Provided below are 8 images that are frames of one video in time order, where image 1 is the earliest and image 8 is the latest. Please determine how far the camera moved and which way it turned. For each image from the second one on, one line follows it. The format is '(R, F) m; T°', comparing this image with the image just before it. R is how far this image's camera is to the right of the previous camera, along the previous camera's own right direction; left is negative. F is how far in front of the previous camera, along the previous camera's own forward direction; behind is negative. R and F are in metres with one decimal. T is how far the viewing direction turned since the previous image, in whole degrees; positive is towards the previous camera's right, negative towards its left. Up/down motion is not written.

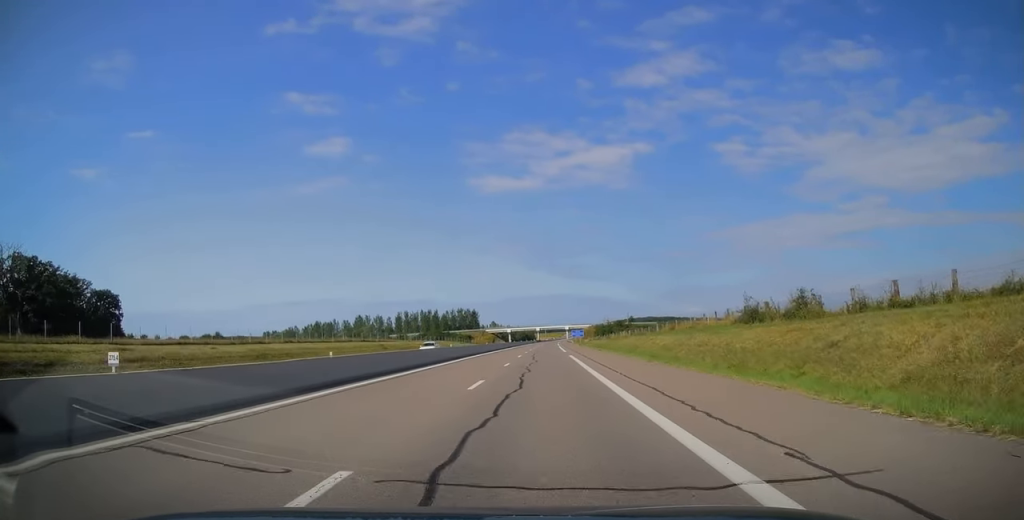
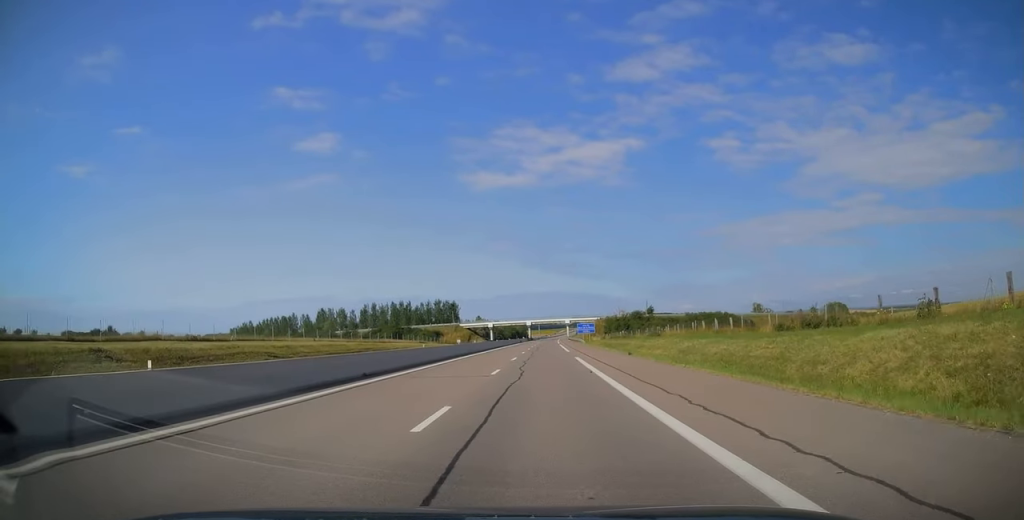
(+0.1, +59.0) m; 0°
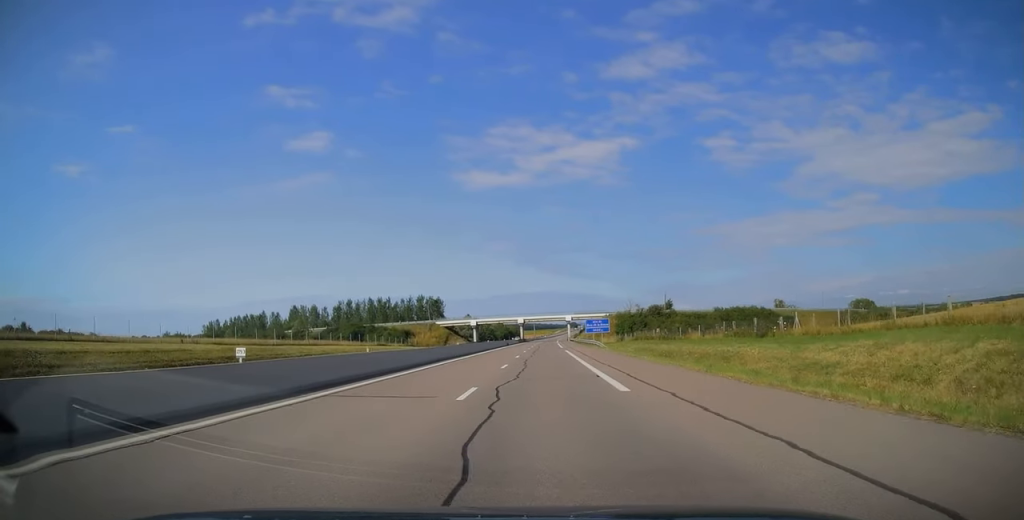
(+0.5, +34.4) m; +1°
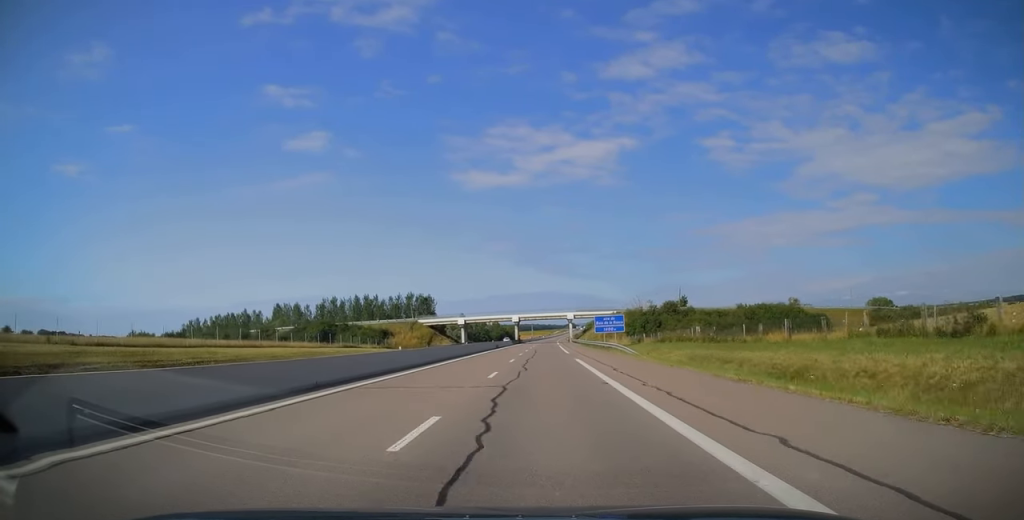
(0.0, +18.7) m; 0°
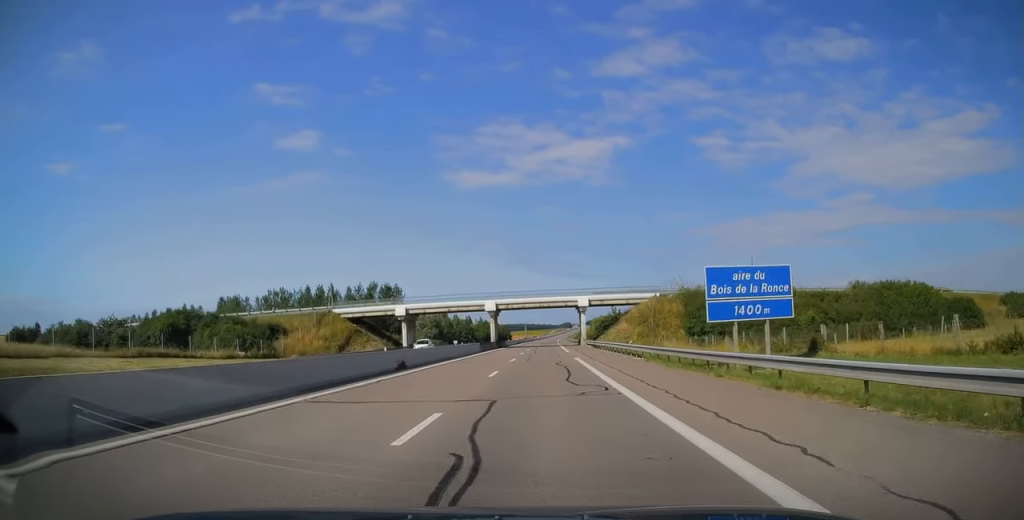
(+0.1, +51.2) m; 0°
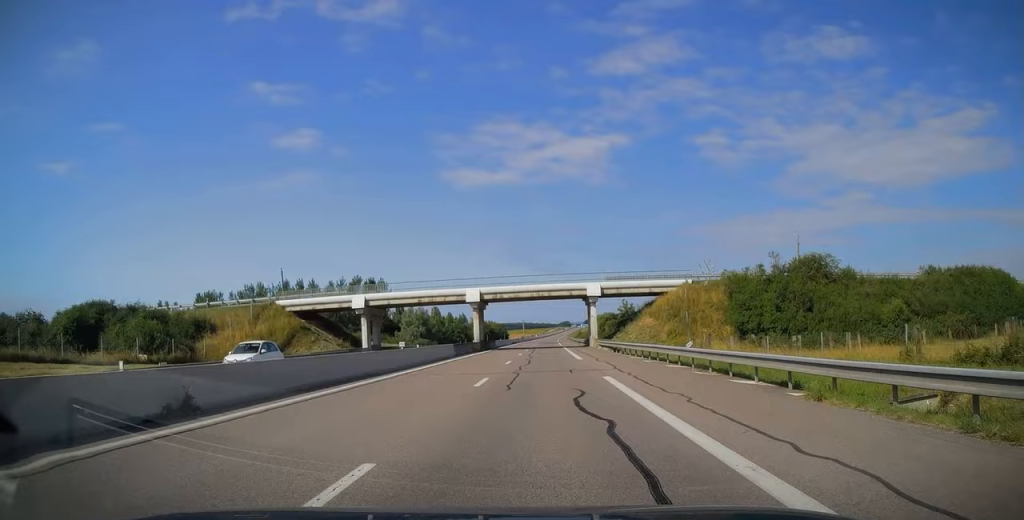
(0.0, +17.3) m; 0°
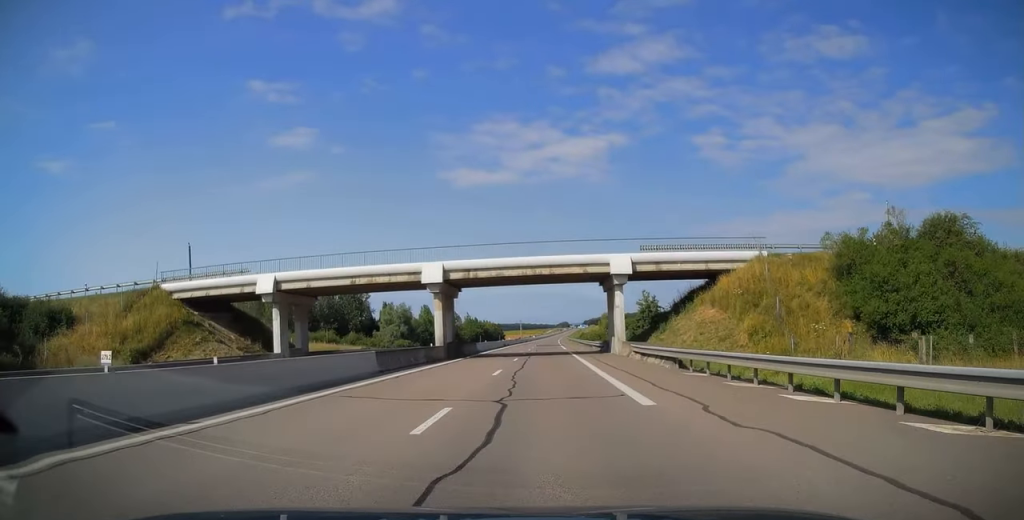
(0.0, +20.7) m; 0°
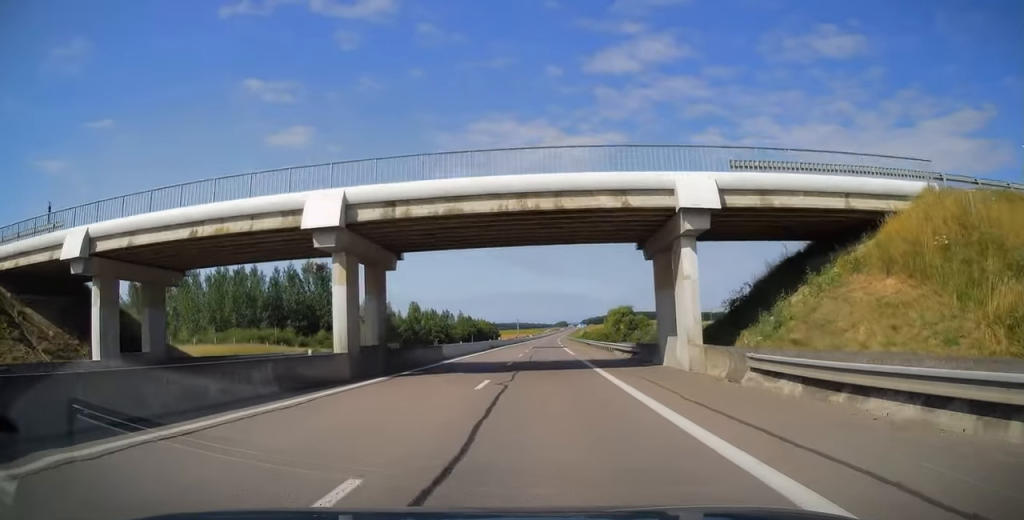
(0.0, +18.7) m; 0°
